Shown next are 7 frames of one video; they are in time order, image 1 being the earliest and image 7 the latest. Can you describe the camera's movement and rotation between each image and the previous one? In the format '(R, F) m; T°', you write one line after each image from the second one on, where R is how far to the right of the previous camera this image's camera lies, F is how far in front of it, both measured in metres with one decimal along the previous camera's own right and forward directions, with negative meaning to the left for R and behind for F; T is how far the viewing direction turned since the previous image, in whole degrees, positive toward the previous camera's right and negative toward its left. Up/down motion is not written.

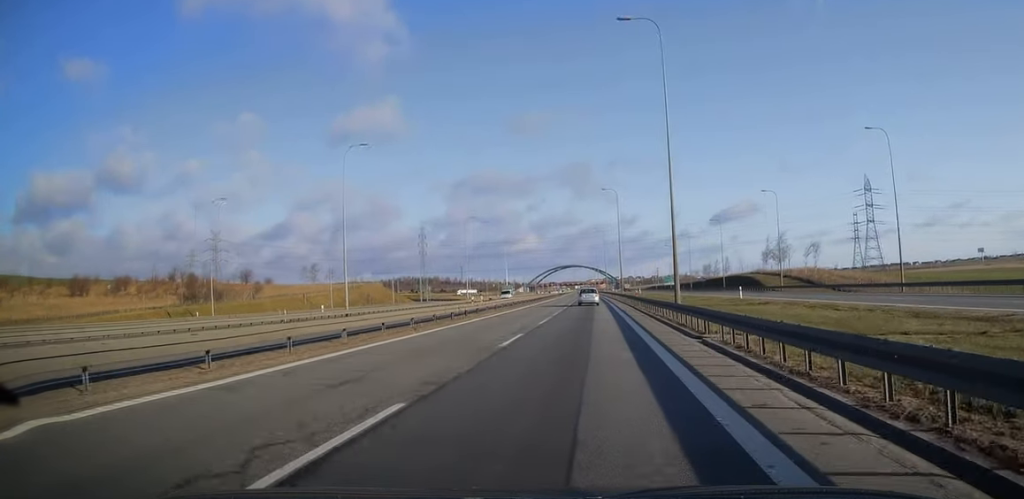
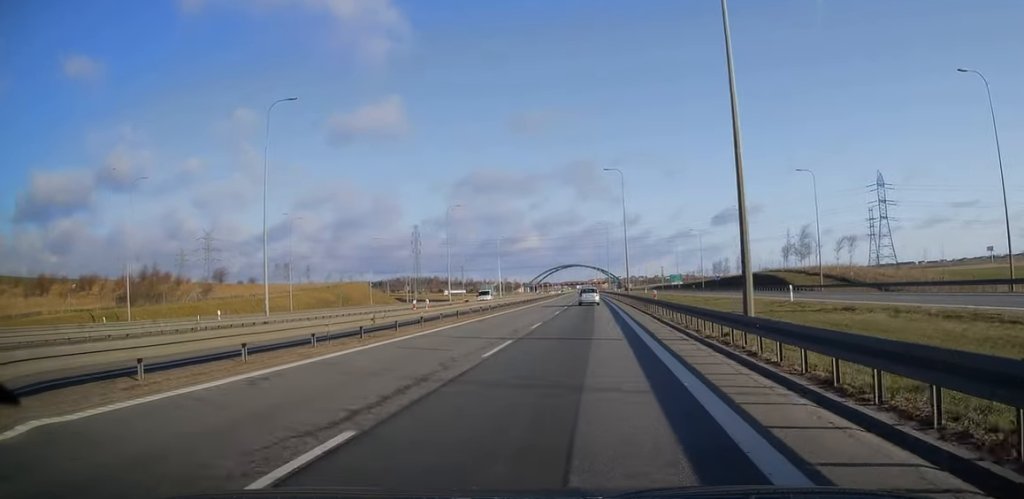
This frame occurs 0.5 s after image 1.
(-0.1, +14.4) m; 0°
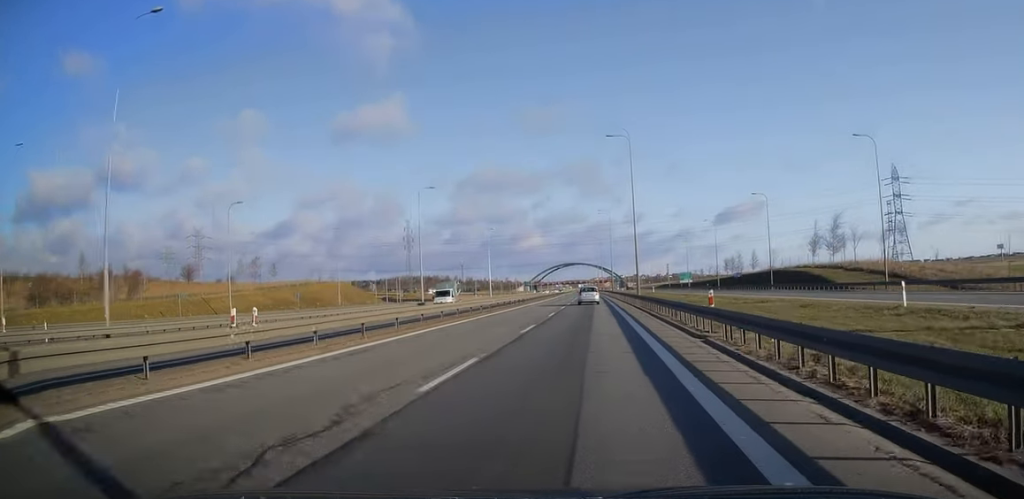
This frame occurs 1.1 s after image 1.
(0.0, +15.9) m; 0°
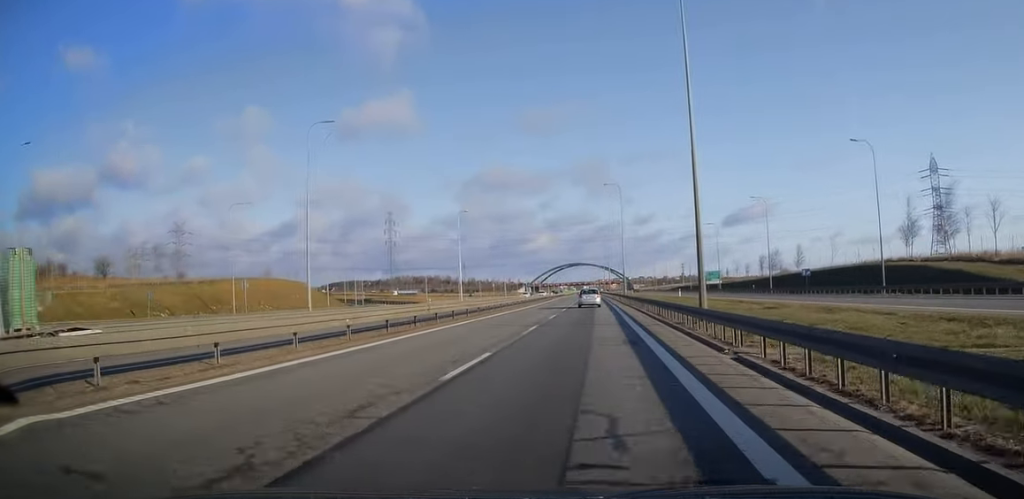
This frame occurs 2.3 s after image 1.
(-0.1, +33.6) m; -1°
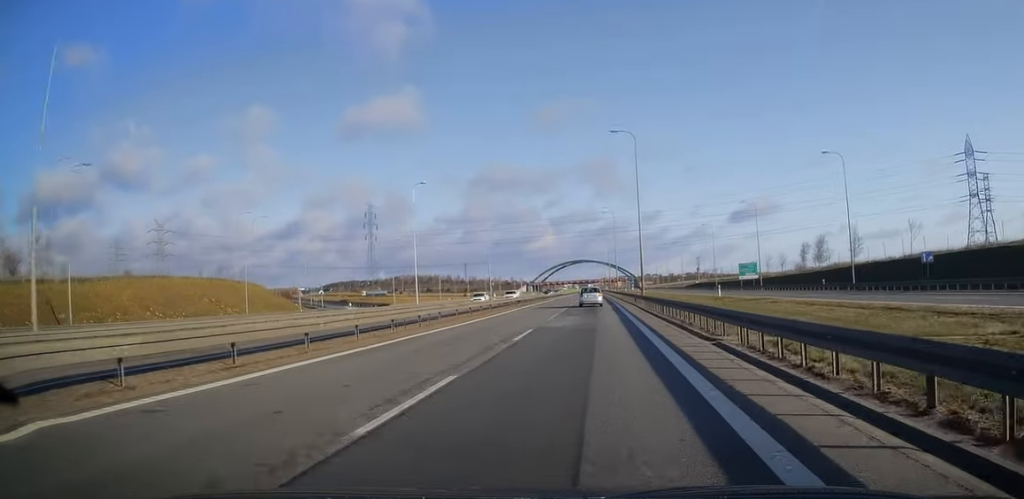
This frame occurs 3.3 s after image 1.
(-0.2, +27.5) m; 0°
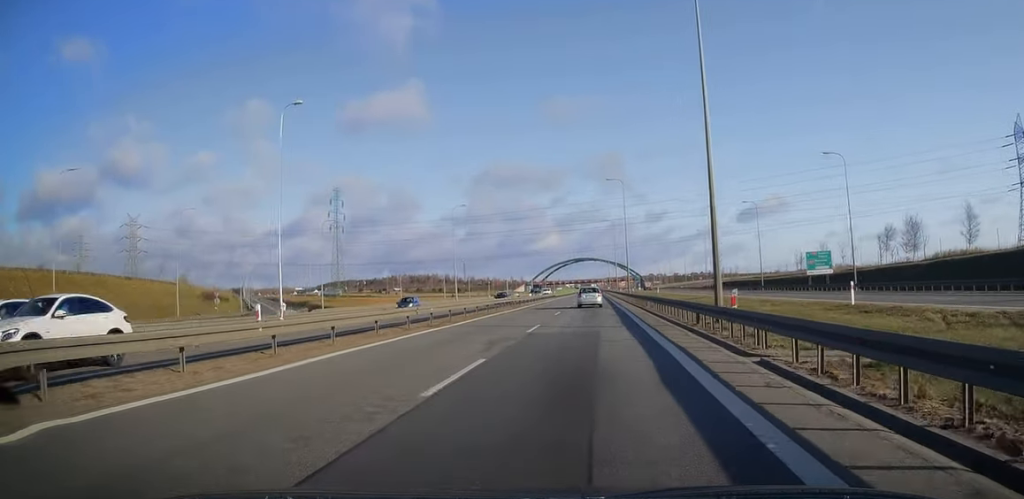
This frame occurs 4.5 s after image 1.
(0.0, +34.1) m; 0°
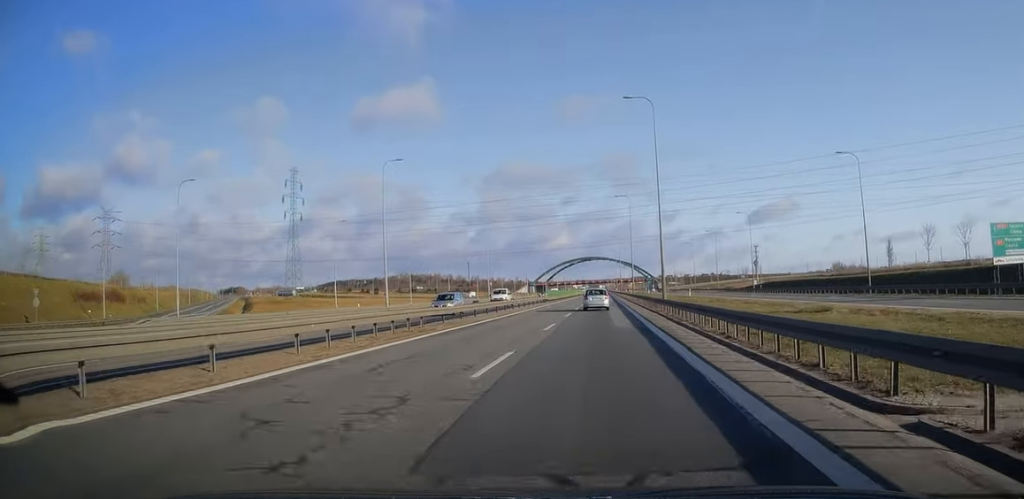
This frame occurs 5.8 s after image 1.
(-0.3, +35.5) m; -1°
